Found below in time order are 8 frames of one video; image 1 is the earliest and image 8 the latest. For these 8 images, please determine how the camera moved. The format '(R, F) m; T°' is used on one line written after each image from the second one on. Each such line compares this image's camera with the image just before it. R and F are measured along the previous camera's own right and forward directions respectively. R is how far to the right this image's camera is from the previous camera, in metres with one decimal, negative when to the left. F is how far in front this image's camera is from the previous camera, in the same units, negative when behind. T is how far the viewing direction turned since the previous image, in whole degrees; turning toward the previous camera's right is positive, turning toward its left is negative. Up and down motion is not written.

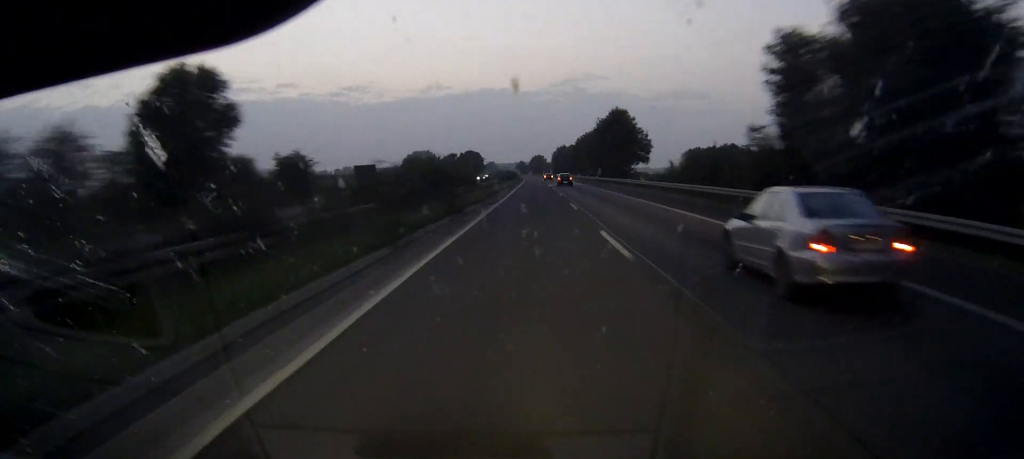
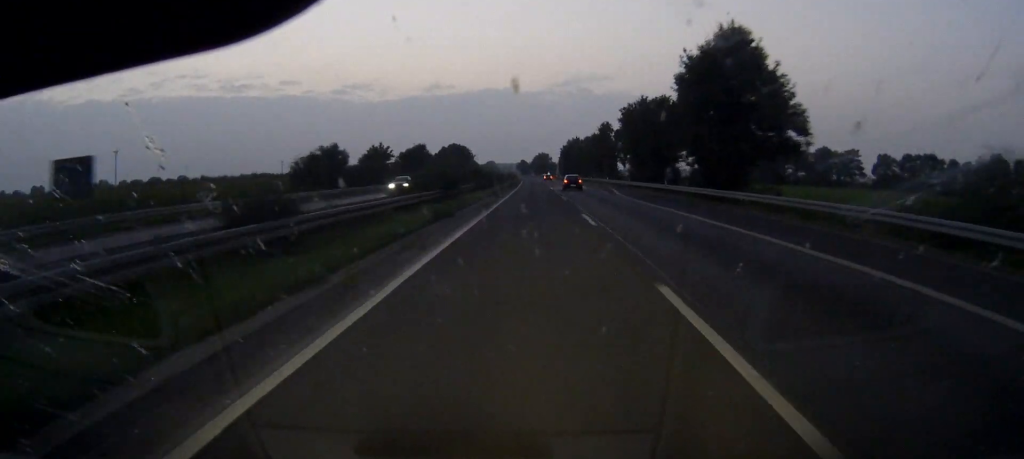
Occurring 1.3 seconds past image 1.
(-0.2, +63.2) m; 0°
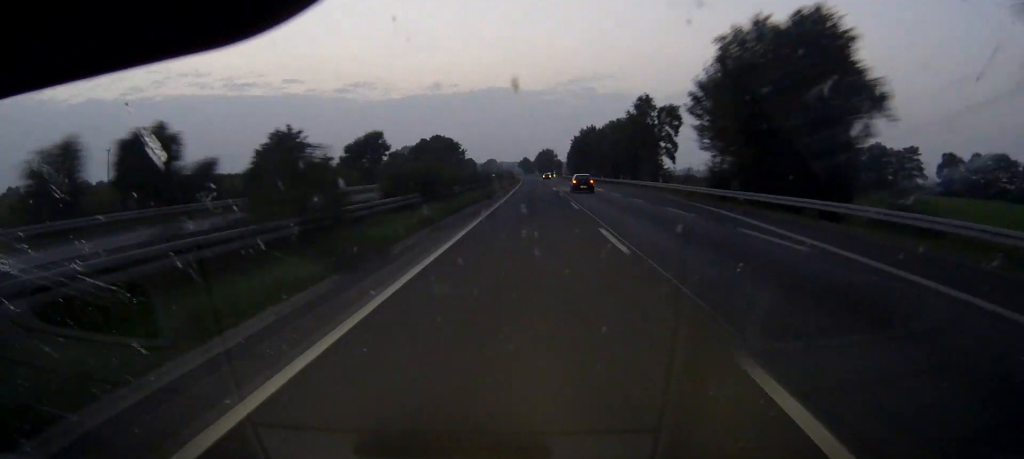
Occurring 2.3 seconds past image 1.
(-0.1, +44.3) m; 0°
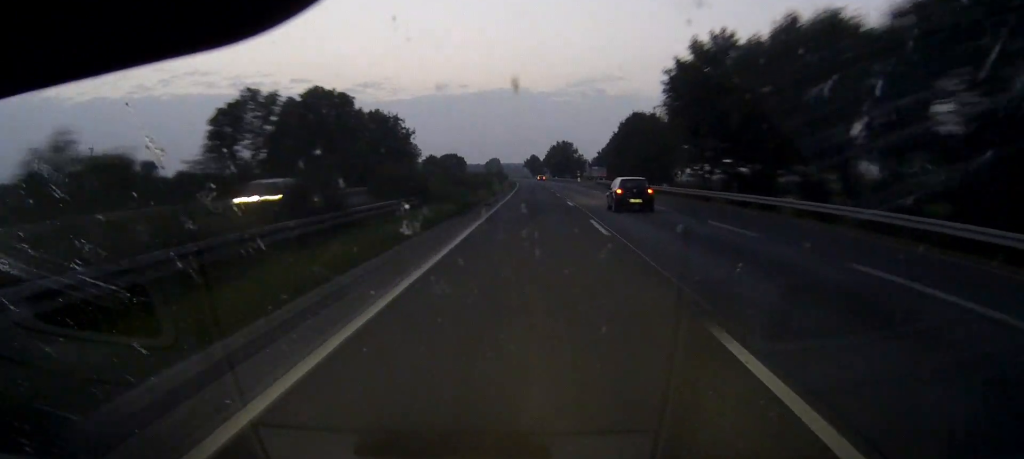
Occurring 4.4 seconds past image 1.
(-0.7, +104.0) m; -1°
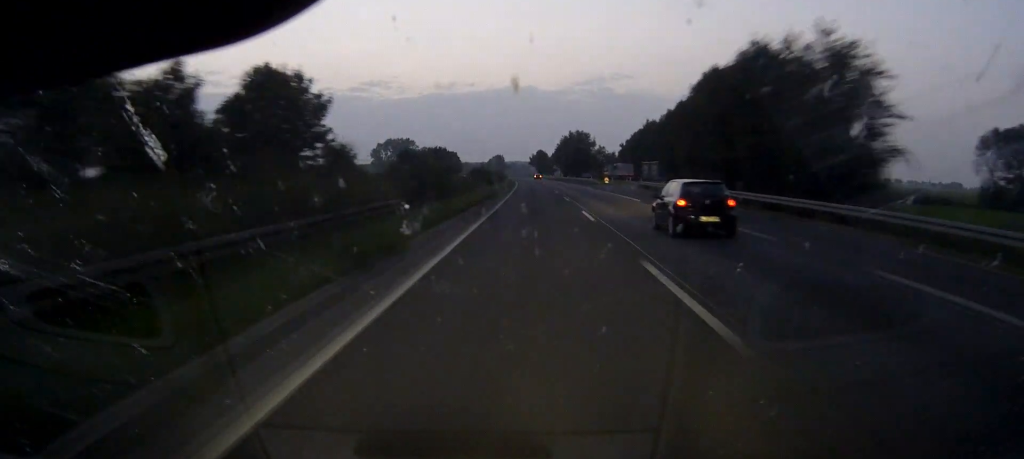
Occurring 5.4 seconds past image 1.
(-0.3, +48.7) m; -1°
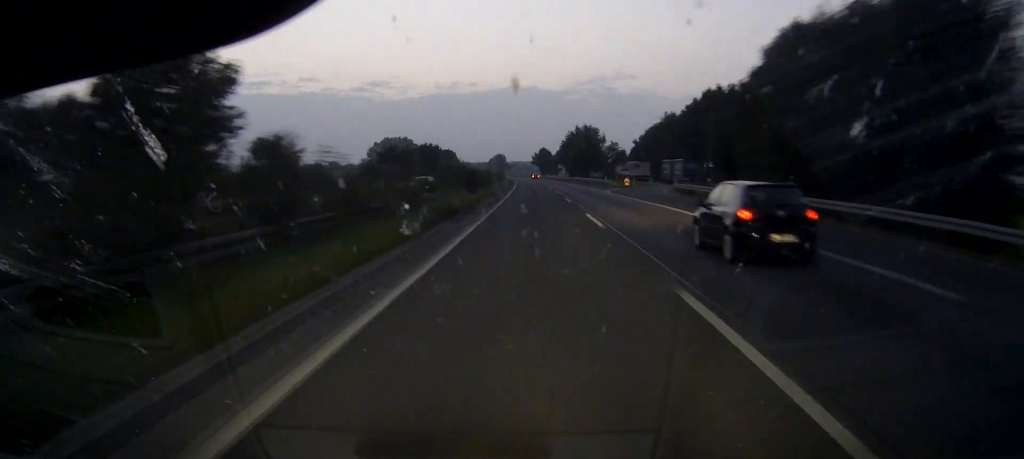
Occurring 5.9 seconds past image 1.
(-0.1, +21.3) m; 0°
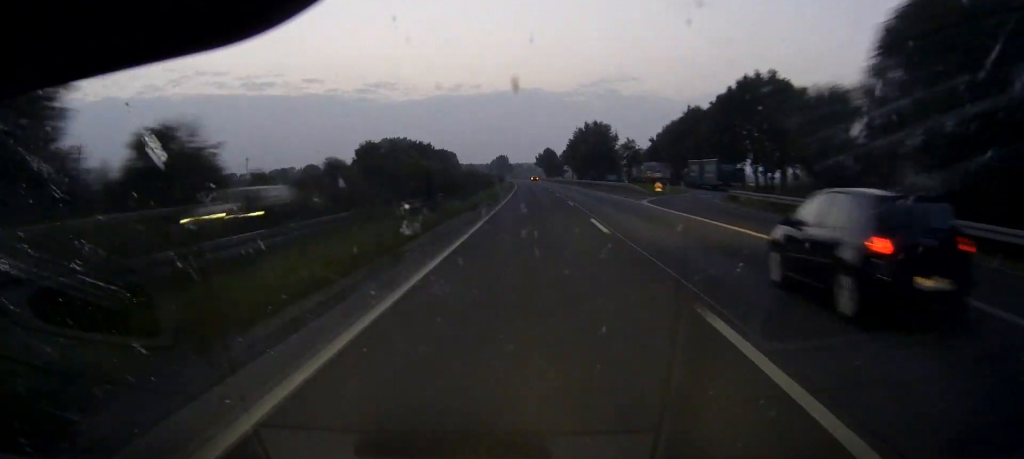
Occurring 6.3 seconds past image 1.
(0.0, +19.6) m; 0°
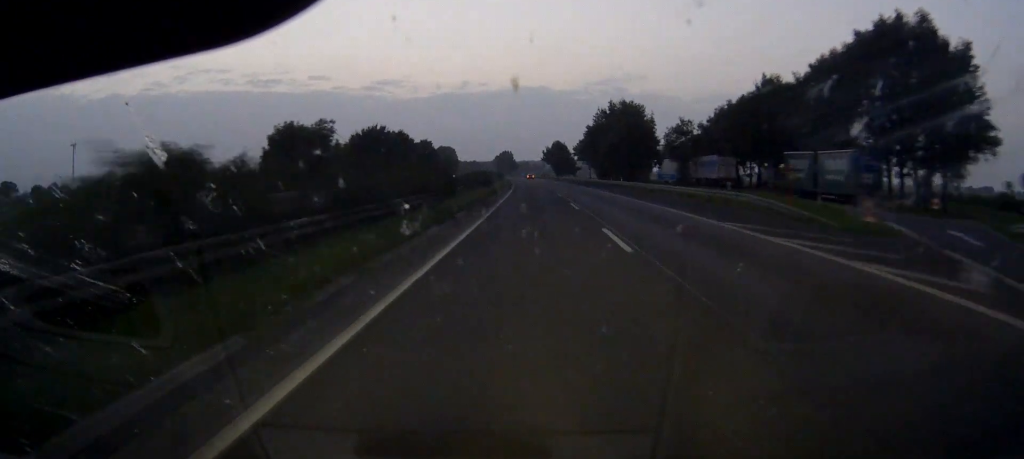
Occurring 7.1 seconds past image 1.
(-0.2, +41.2) m; -1°
